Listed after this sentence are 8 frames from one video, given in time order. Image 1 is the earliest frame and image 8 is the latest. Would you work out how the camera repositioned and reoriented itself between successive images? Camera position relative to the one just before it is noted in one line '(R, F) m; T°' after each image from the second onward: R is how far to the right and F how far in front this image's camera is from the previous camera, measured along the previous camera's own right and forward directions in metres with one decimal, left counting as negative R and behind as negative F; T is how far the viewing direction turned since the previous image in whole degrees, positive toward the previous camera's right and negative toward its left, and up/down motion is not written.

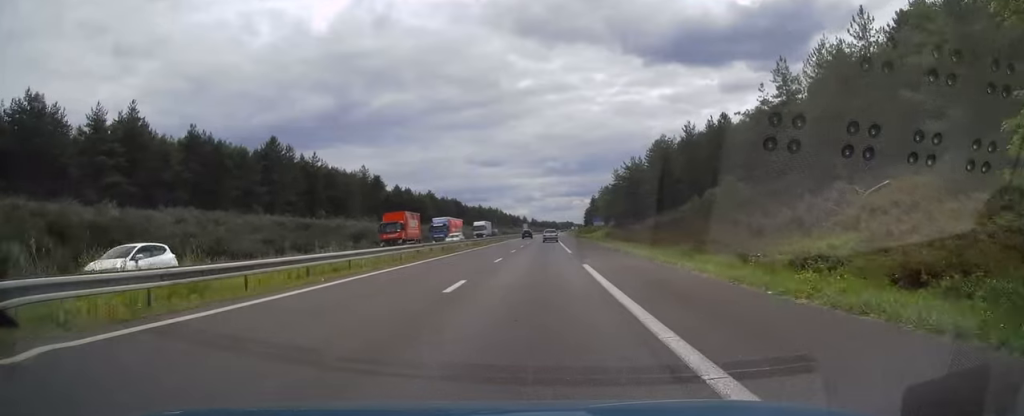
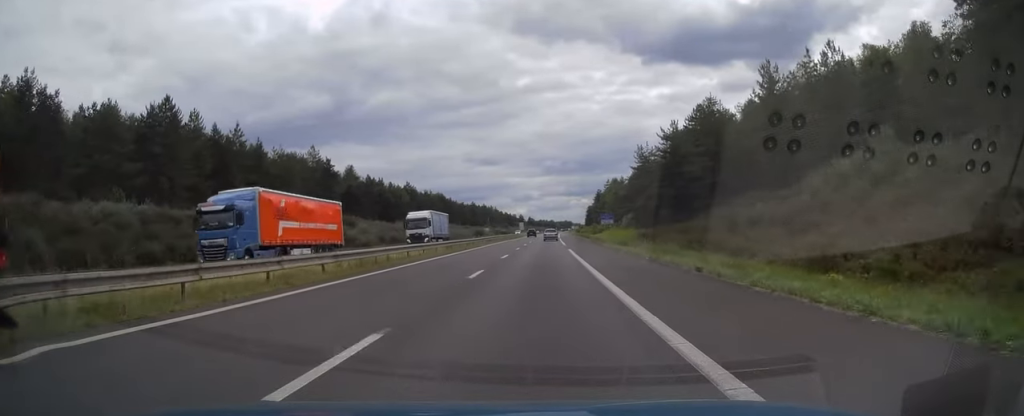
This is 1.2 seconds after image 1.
(+0.1, +34.8) m; 0°
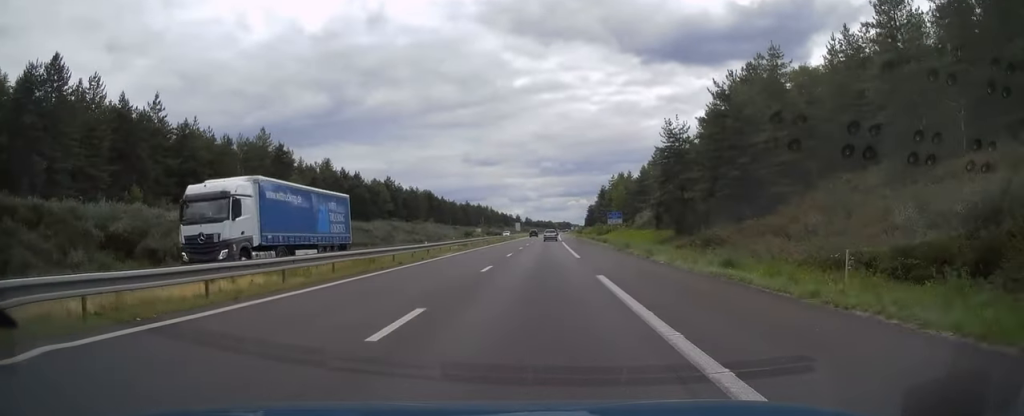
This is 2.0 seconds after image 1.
(0.0, +23.1) m; 0°
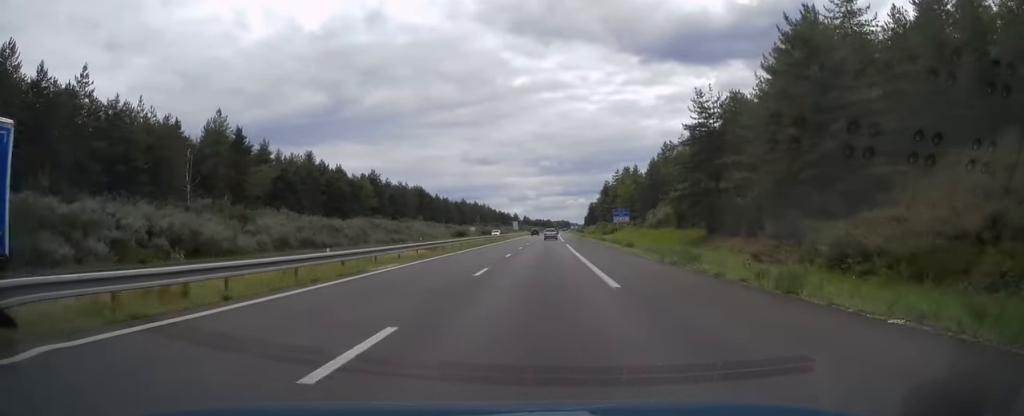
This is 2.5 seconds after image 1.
(0.0, +15.2) m; 0°
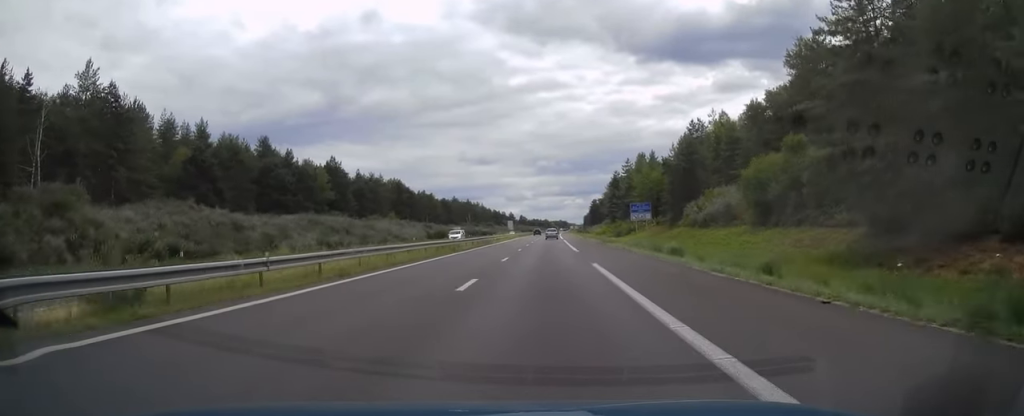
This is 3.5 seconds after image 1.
(+0.1, +30.5) m; 0°
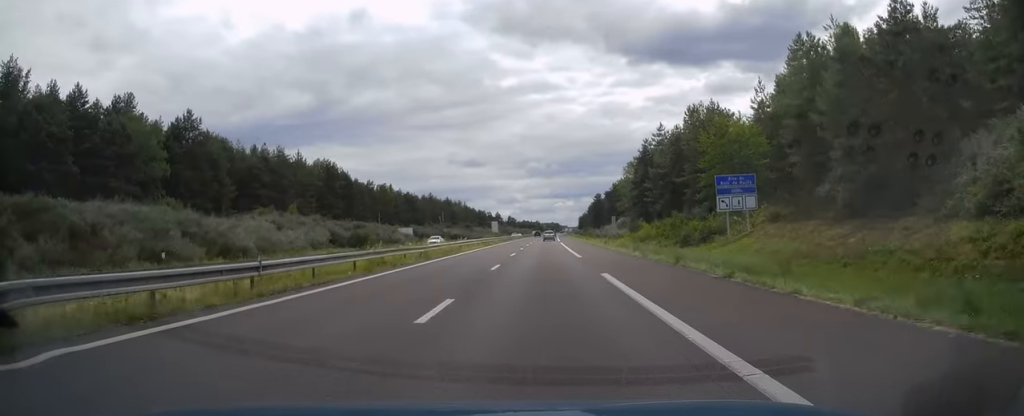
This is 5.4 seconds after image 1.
(+0.4, +56.5) m; +1°
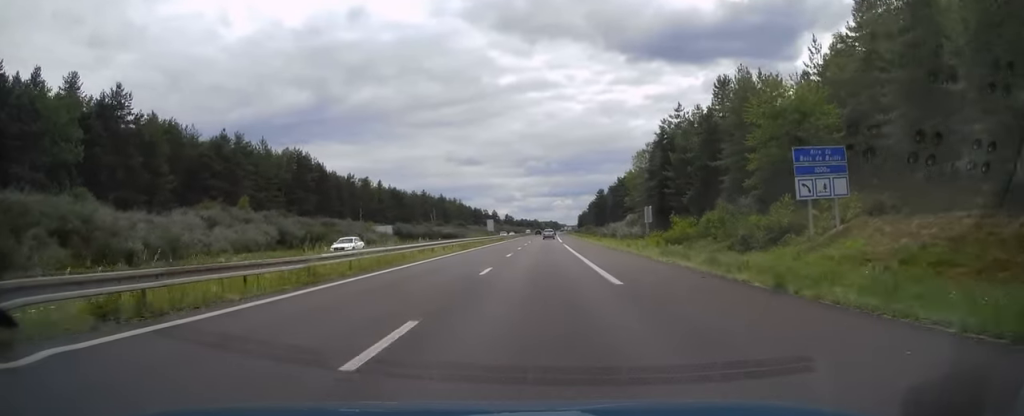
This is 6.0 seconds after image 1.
(0.0, +16.2) m; 0°
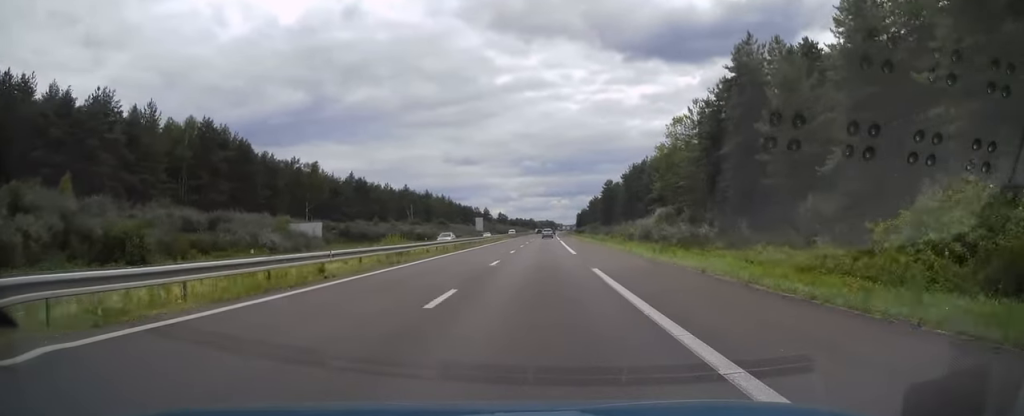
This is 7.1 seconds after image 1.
(+0.1, +34.2) m; 0°
